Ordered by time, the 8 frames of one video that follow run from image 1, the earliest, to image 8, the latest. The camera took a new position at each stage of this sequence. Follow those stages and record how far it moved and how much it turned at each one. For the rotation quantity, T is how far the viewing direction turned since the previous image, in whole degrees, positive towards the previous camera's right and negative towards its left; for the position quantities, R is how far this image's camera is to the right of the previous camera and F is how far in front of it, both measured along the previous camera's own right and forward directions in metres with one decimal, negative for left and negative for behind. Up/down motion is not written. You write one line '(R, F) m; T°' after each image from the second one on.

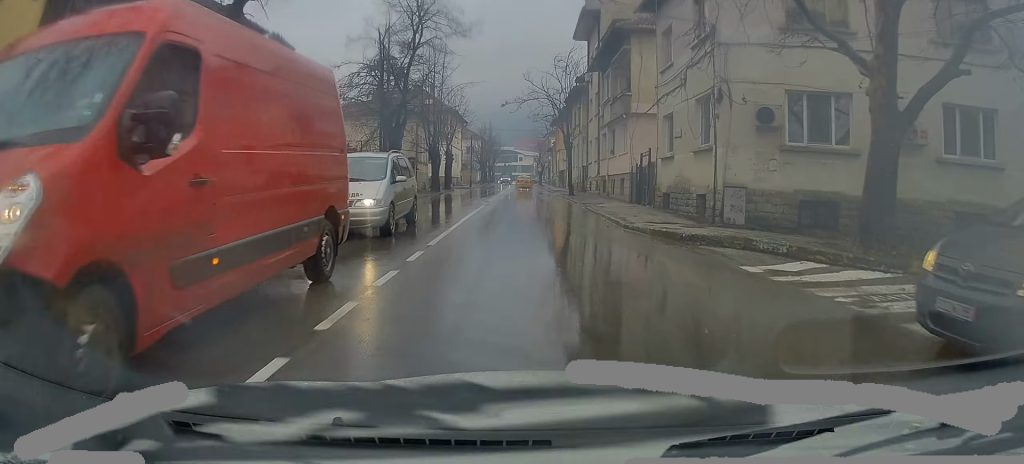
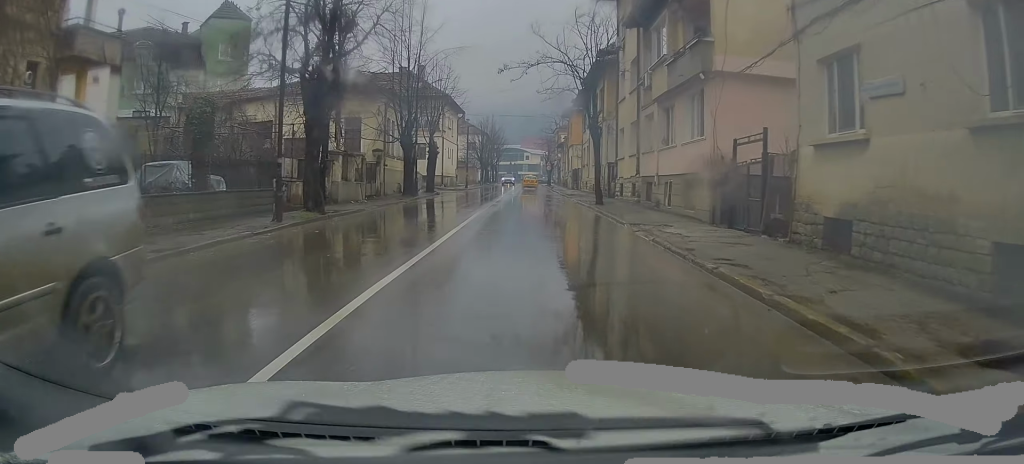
(0.0, +12.0) m; 0°
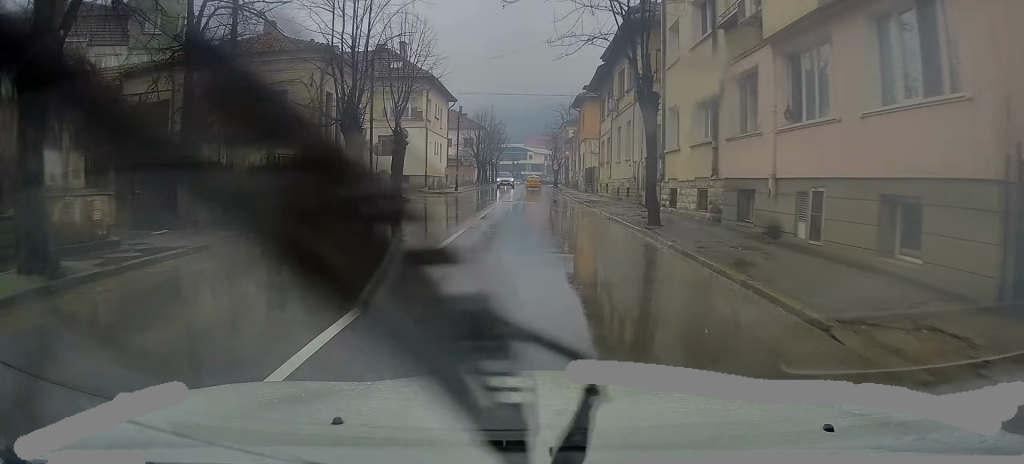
(-0.1, +11.0) m; 0°
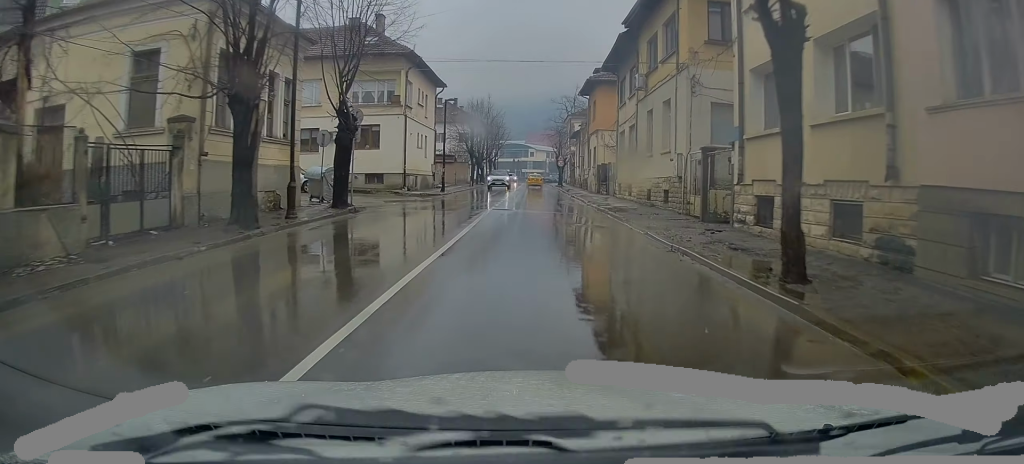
(-0.1, +8.6) m; +1°
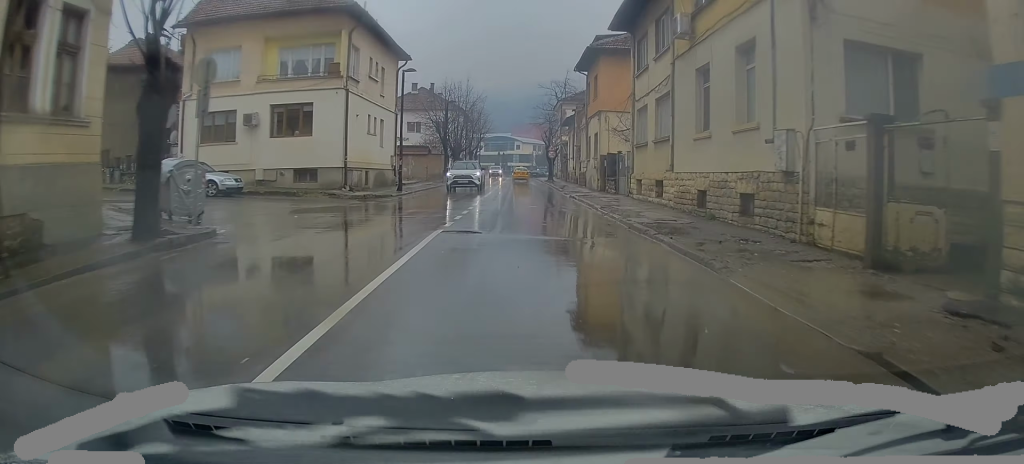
(+0.4, +10.0) m; +2°
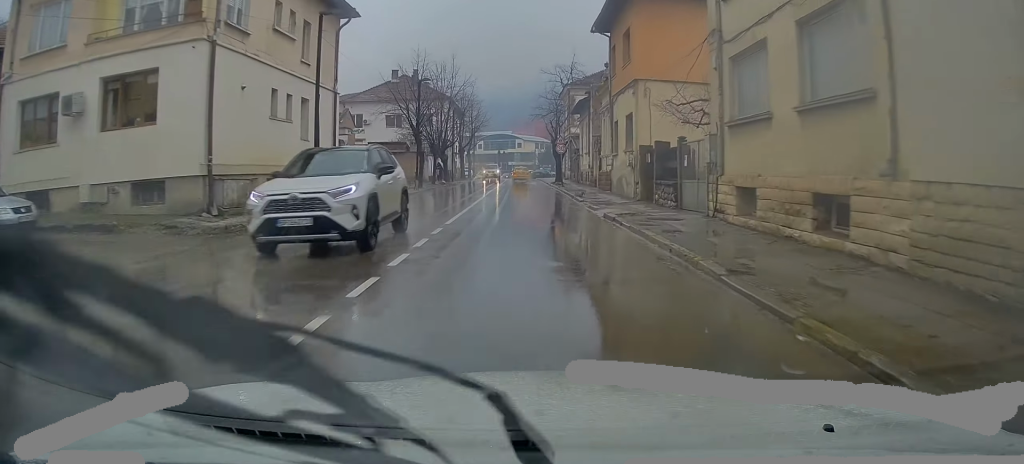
(-0.1, +13.2) m; +2°
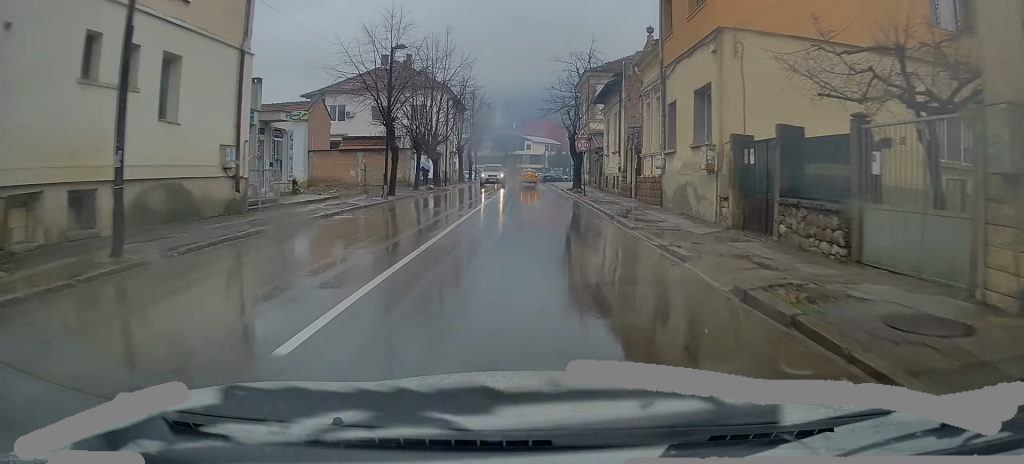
(+0.5, +10.5) m; 0°
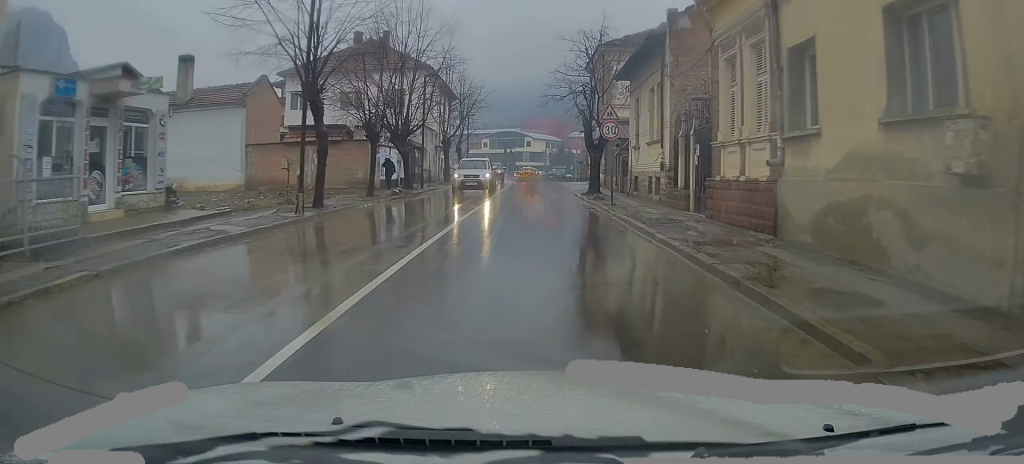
(-0.5, +10.1) m; -2°
